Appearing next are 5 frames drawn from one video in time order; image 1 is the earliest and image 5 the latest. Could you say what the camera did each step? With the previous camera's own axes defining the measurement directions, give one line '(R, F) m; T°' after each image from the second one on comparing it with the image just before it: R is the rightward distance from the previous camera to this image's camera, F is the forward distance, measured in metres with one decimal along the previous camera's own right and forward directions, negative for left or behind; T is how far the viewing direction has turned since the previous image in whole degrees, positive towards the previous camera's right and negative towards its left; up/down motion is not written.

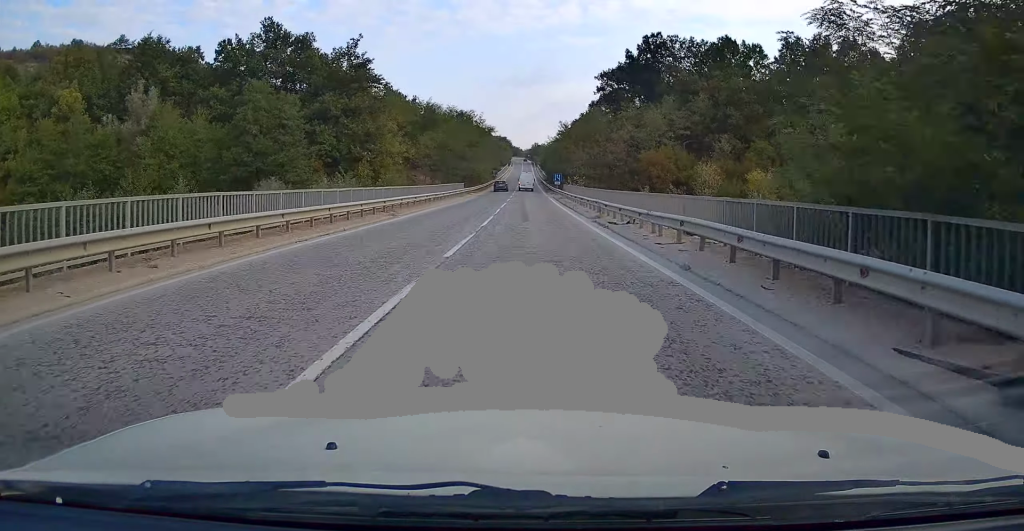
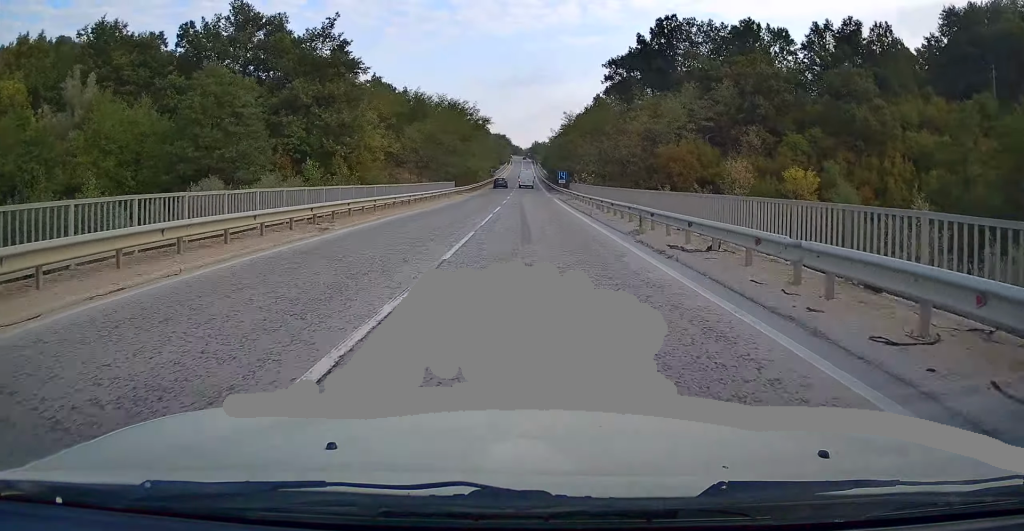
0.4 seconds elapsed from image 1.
(0.0, +9.9) m; 0°
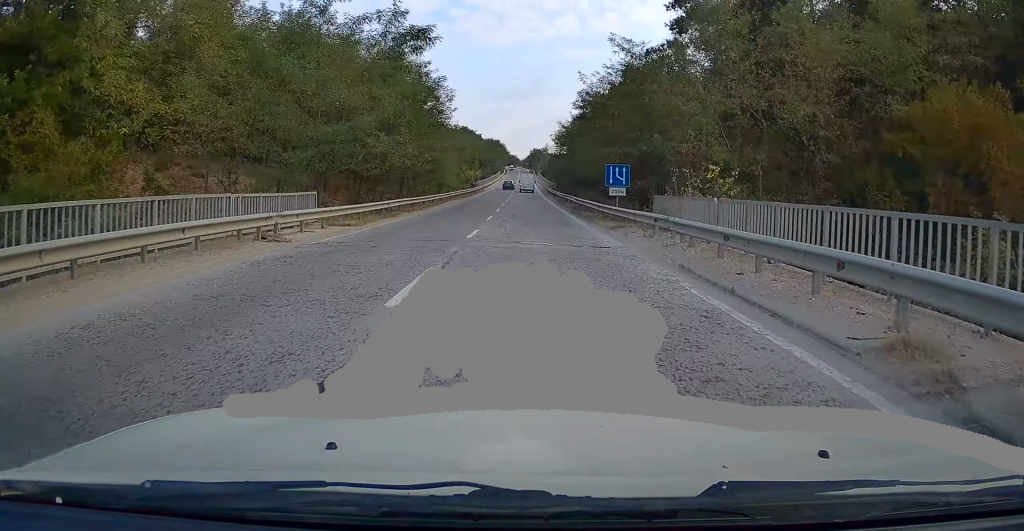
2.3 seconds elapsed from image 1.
(+0.3, +43.1) m; +1°
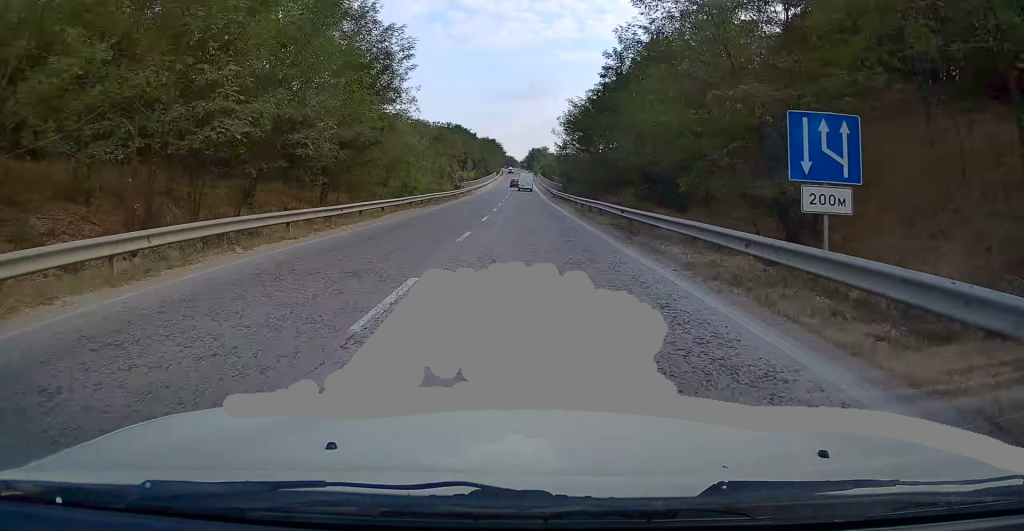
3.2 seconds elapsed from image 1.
(0.0, +18.9) m; 0°
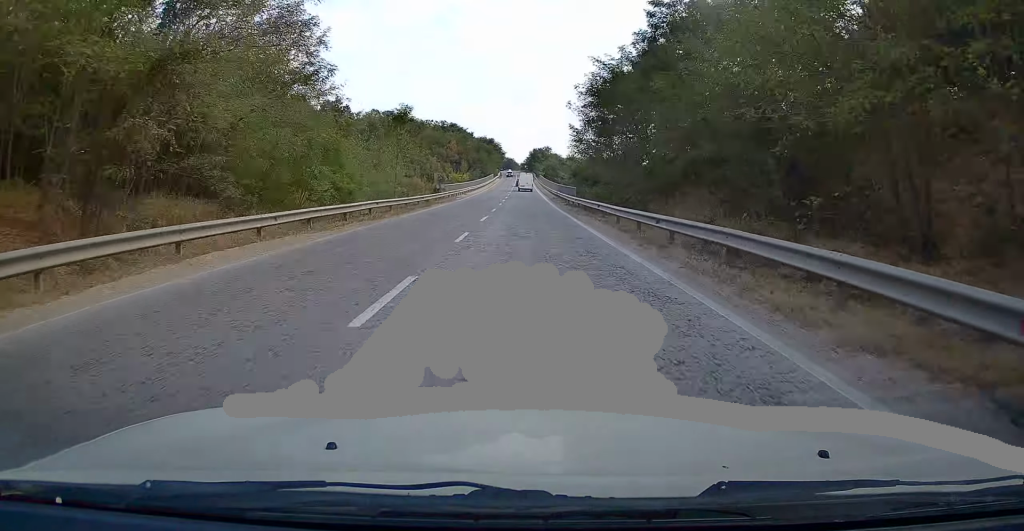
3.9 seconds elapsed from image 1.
(-0.1, +17.6) m; 0°
